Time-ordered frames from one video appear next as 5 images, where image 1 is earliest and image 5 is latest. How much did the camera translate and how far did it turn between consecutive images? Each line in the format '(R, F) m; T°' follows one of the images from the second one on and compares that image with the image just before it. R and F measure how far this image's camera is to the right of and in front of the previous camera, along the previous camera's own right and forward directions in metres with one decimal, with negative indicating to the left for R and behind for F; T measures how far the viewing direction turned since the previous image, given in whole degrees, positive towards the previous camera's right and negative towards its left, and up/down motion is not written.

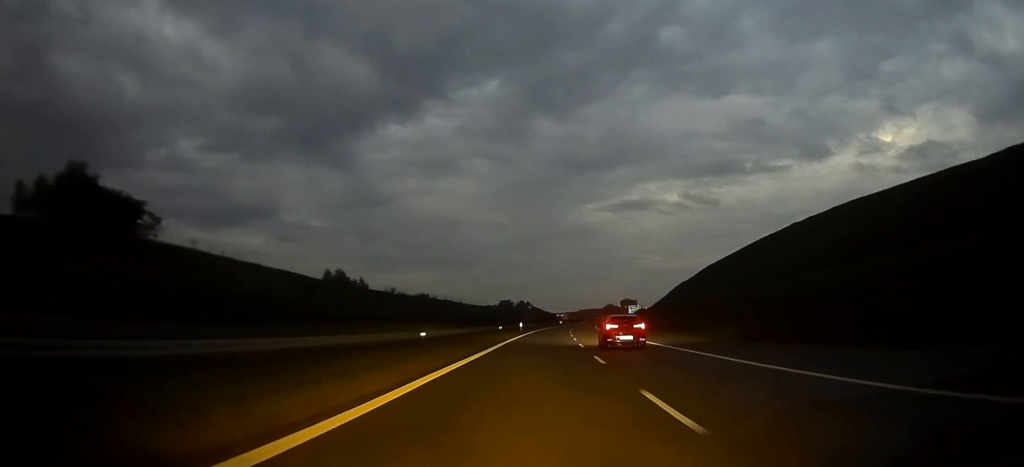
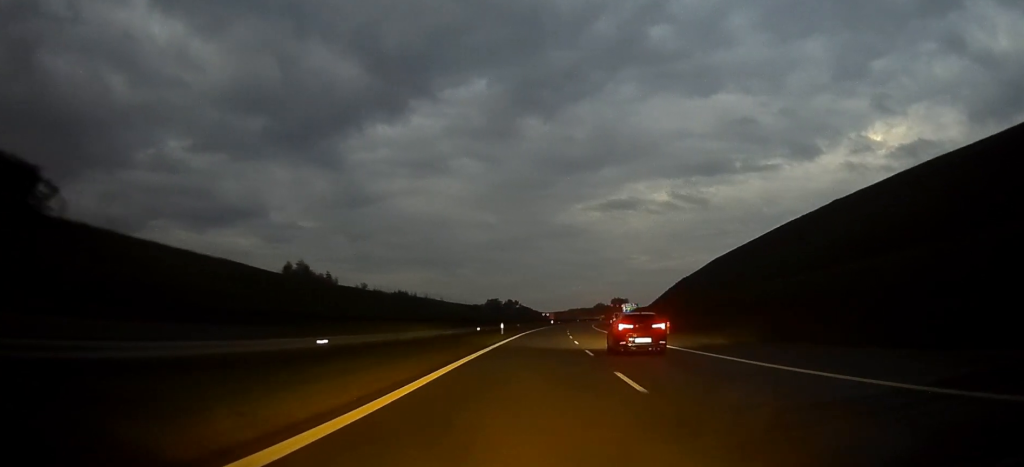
(+0.4, +19.9) m; +1°
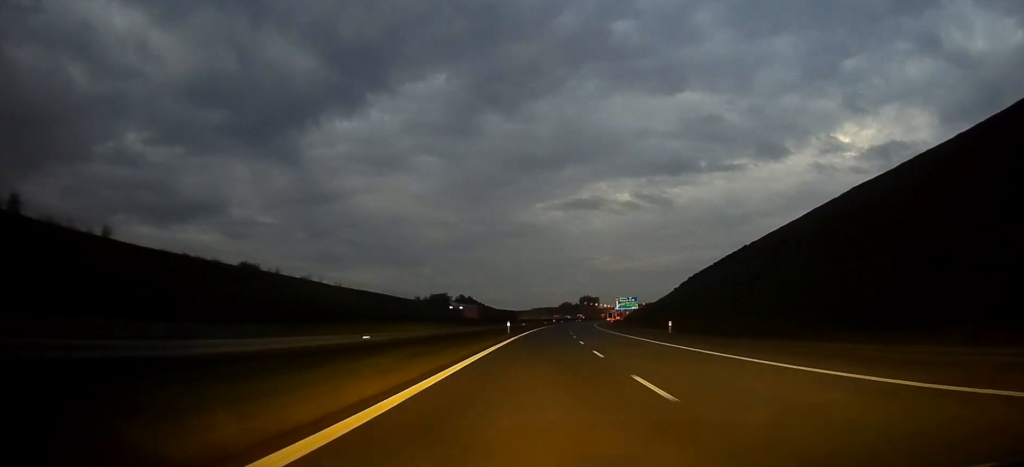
(+3.0, +97.4) m; +3°
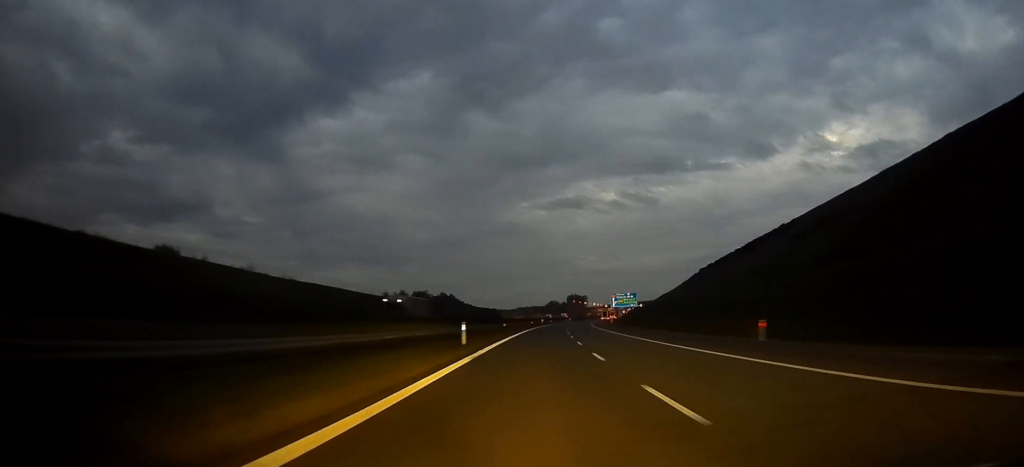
(+0.2, +26.2) m; +1°
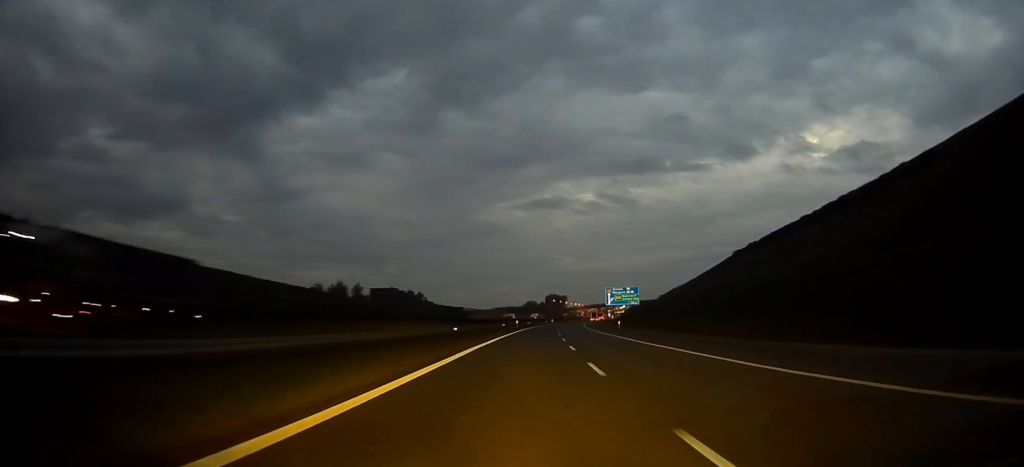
(+0.5, +41.1) m; +2°
